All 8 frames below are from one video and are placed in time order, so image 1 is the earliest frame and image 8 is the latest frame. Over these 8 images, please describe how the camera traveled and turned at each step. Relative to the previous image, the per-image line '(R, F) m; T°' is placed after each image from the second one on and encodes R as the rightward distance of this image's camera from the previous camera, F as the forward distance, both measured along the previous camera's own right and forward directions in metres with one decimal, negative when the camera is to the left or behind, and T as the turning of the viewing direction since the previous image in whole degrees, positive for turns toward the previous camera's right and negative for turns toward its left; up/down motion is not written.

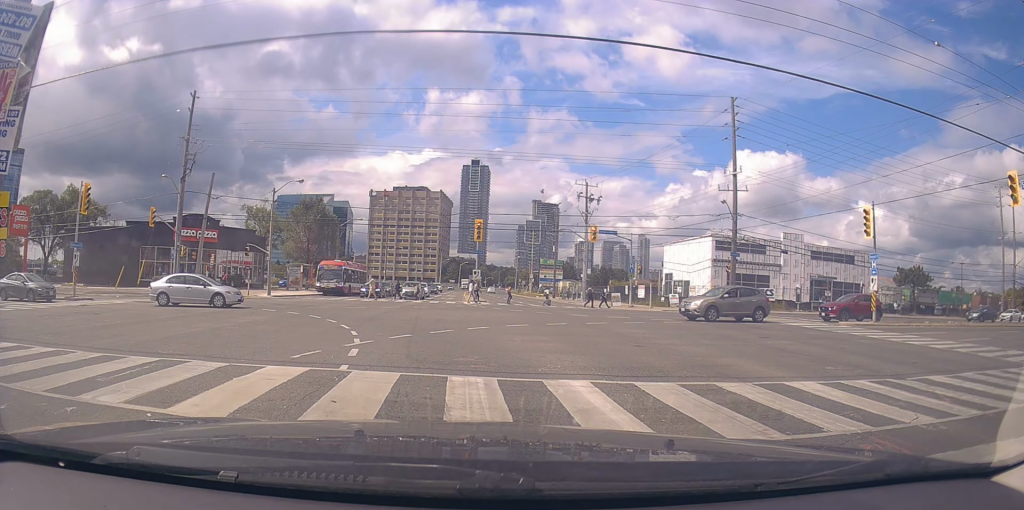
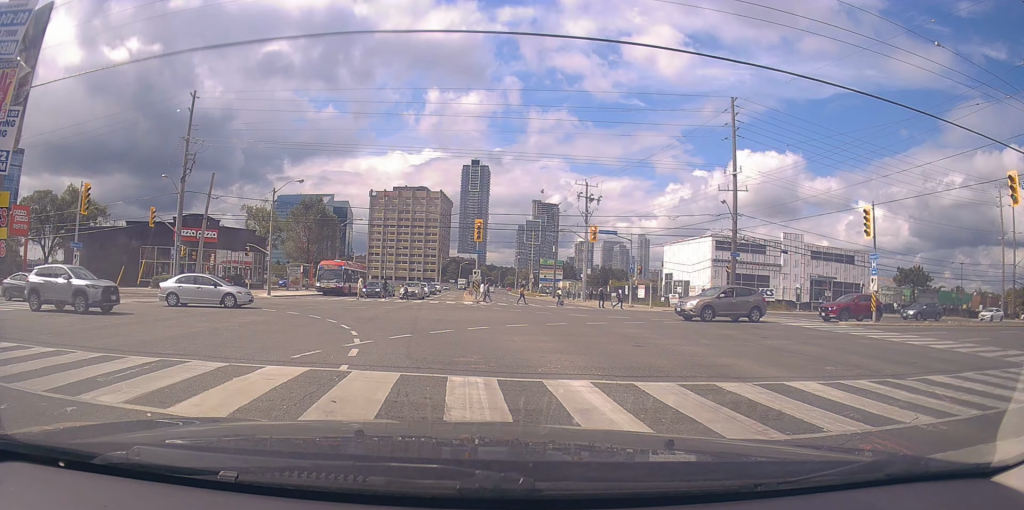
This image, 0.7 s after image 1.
(0.0, 0.0) m; 0°
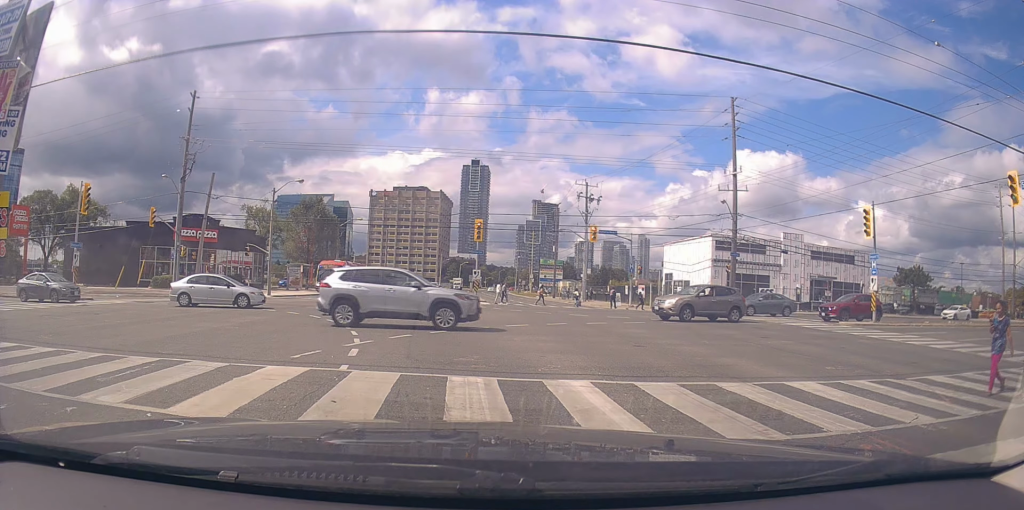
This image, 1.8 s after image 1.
(0.0, 0.0) m; 0°
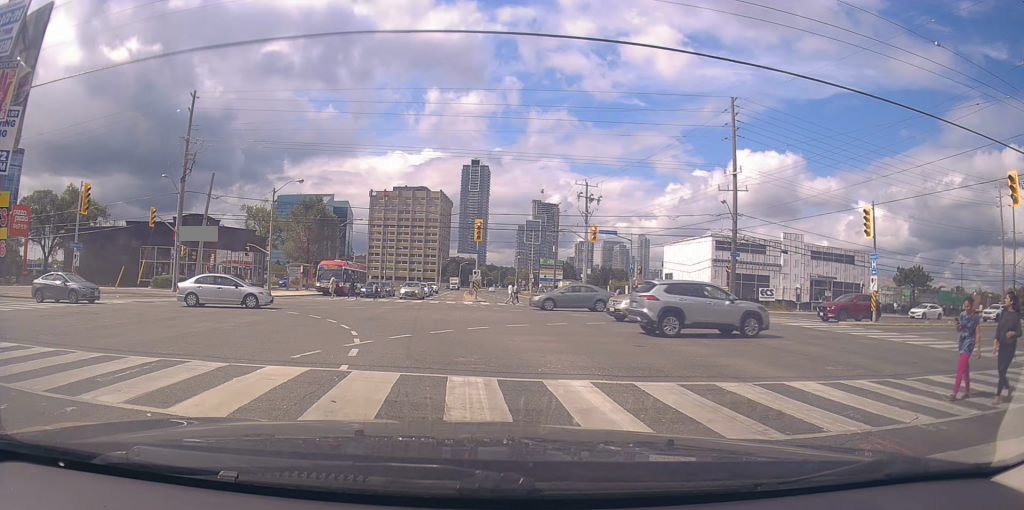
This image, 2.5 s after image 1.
(0.0, 0.0) m; 0°
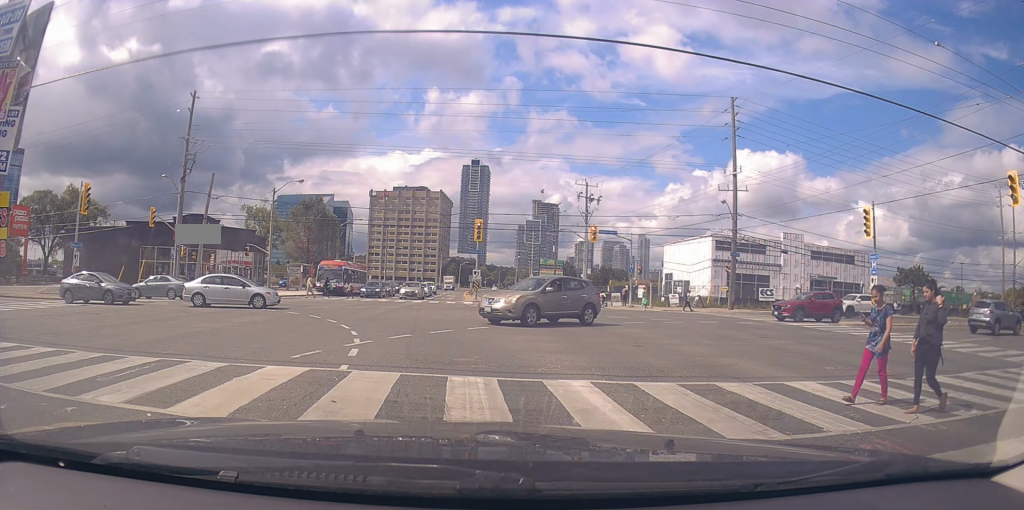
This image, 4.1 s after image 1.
(0.0, 0.0) m; 0°
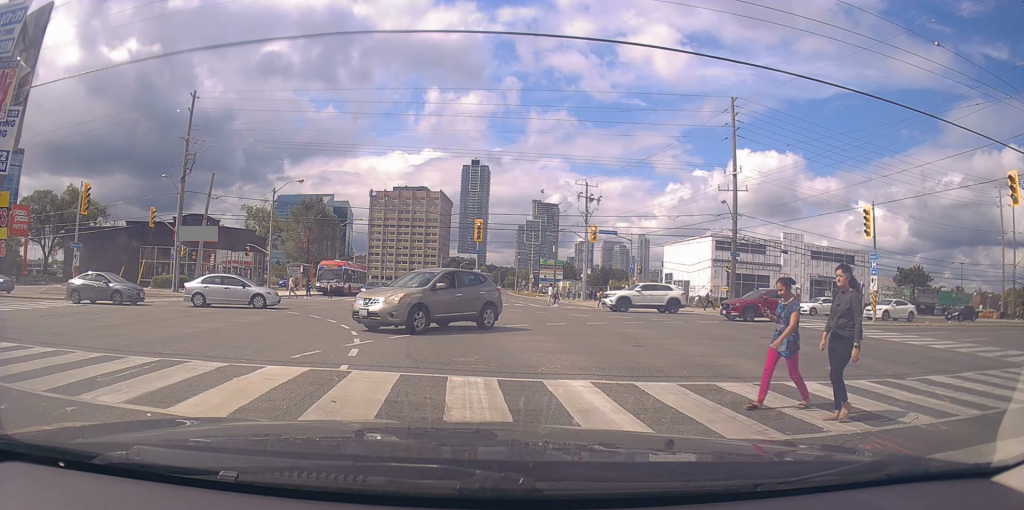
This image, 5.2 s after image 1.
(0.0, 0.0) m; 0°
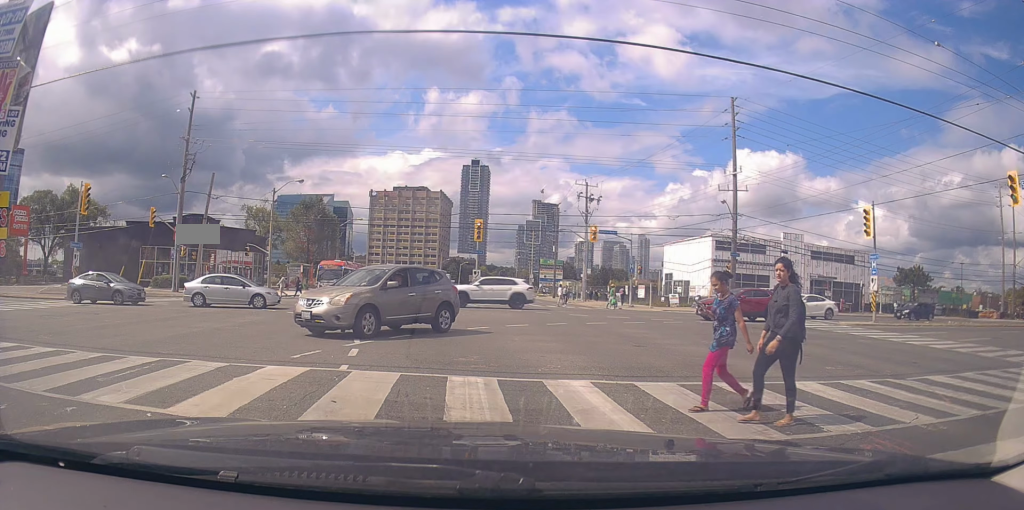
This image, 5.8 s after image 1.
(0.0, 0.0) m; 0°
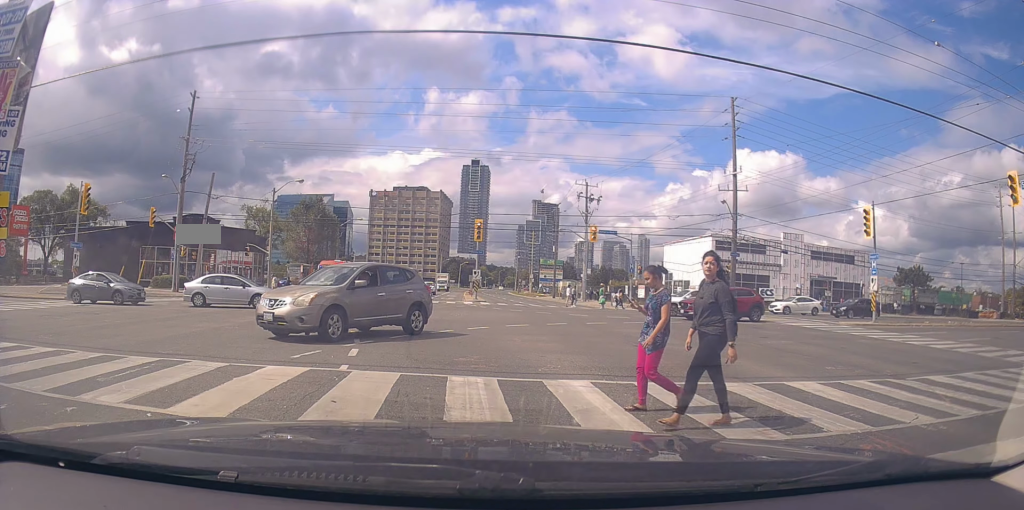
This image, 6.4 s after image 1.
(0.0, 0.0) m; 0°
